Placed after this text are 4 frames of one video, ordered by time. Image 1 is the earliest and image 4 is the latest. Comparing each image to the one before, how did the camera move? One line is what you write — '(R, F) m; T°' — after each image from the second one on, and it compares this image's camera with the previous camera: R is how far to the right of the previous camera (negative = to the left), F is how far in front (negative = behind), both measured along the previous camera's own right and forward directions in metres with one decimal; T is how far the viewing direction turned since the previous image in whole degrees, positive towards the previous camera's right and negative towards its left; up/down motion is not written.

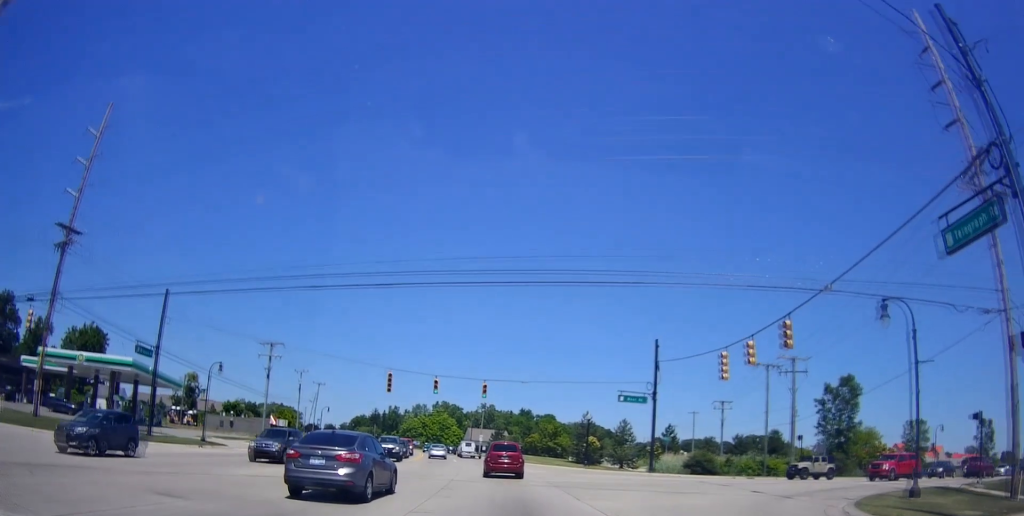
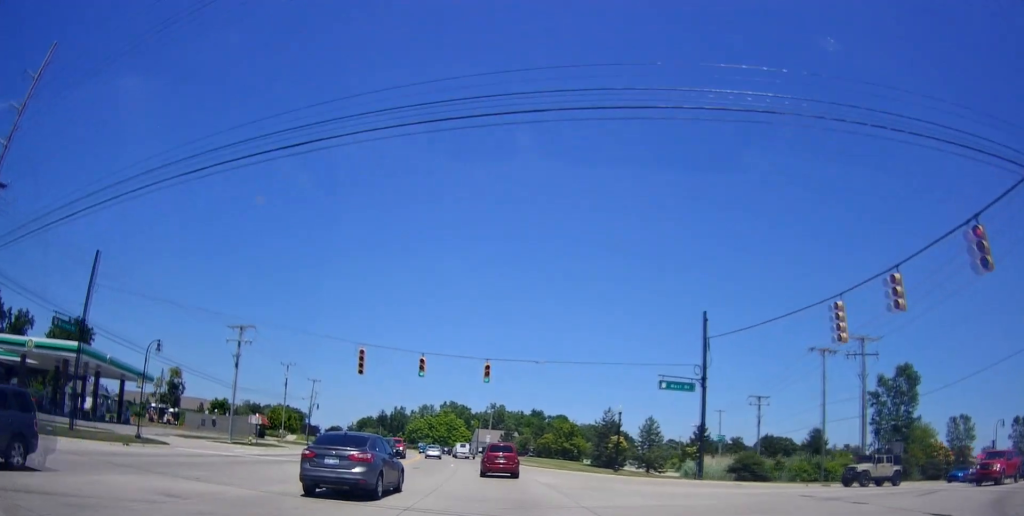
(+0.4, +10.3) m; +1°
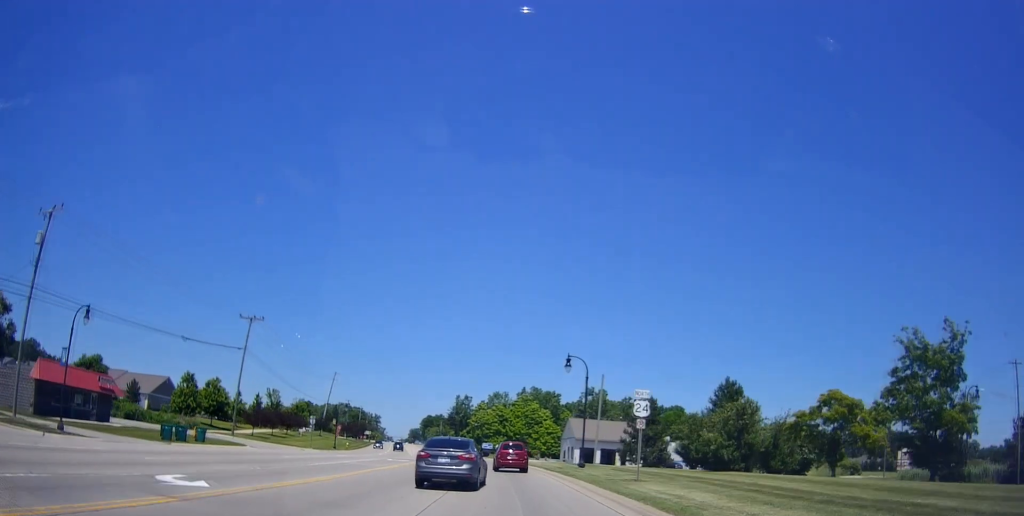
(-6.7, +65.6) m; -10°
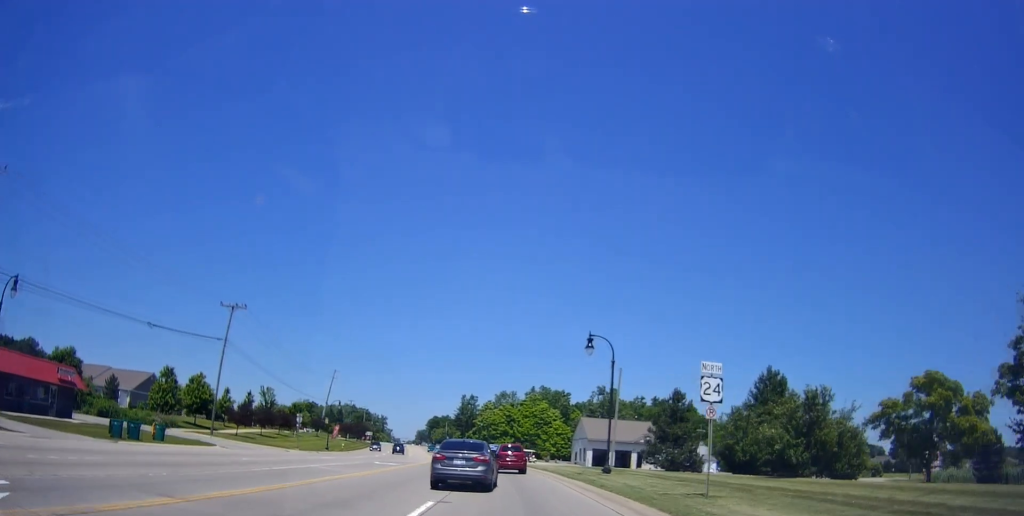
(+0.1, +7.0) m; -1°
